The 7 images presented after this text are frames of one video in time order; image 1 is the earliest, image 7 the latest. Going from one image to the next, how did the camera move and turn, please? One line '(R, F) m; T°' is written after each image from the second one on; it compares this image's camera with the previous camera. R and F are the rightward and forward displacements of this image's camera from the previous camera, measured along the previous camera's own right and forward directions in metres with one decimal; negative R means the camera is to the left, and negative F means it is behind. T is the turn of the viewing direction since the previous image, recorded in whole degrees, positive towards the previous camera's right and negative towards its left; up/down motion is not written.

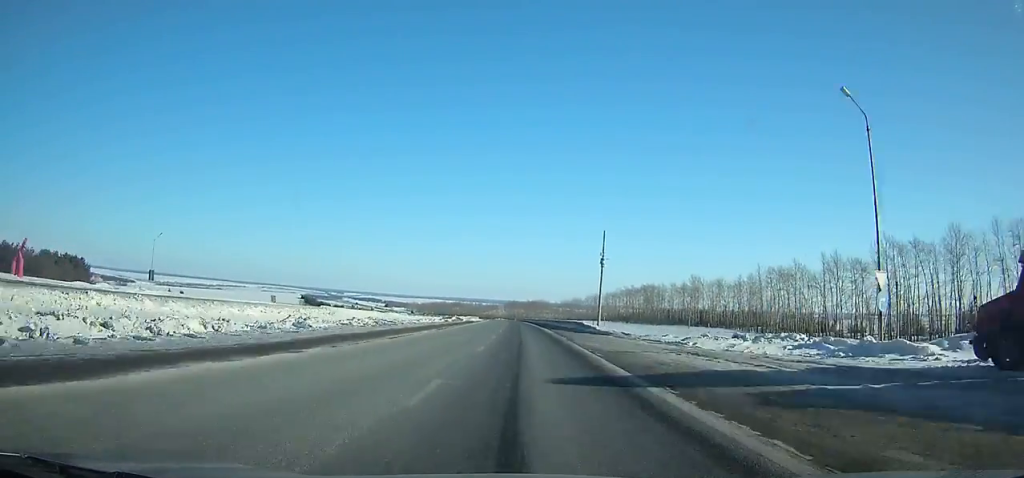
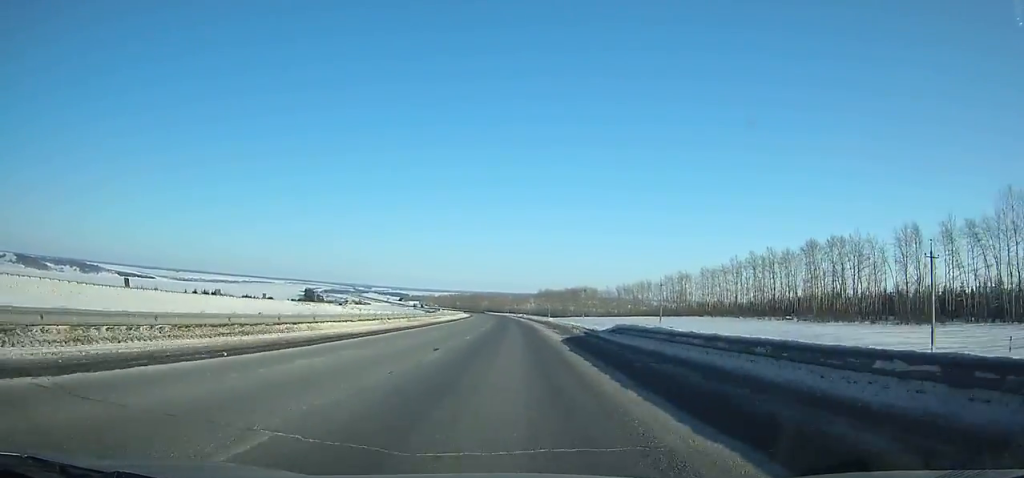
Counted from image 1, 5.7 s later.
(-5.4, +147.9) m; -4°
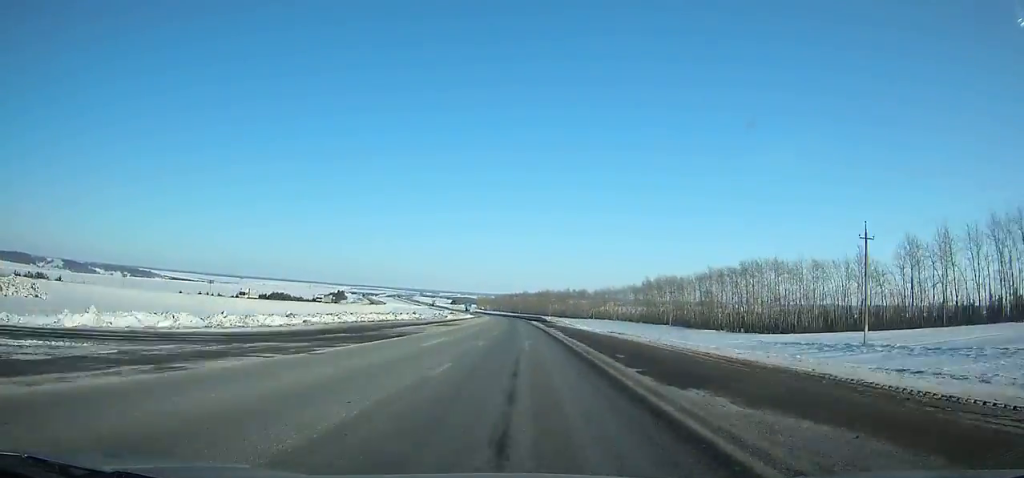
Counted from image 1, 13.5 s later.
(-10.0, +198.8) m; -6°
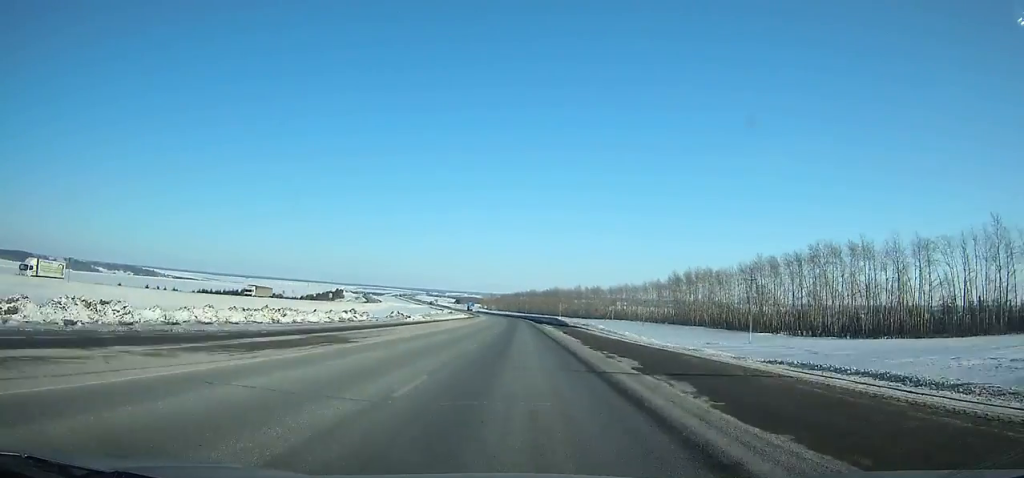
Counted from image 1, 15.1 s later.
(-0.3, +41.5) m; -1°
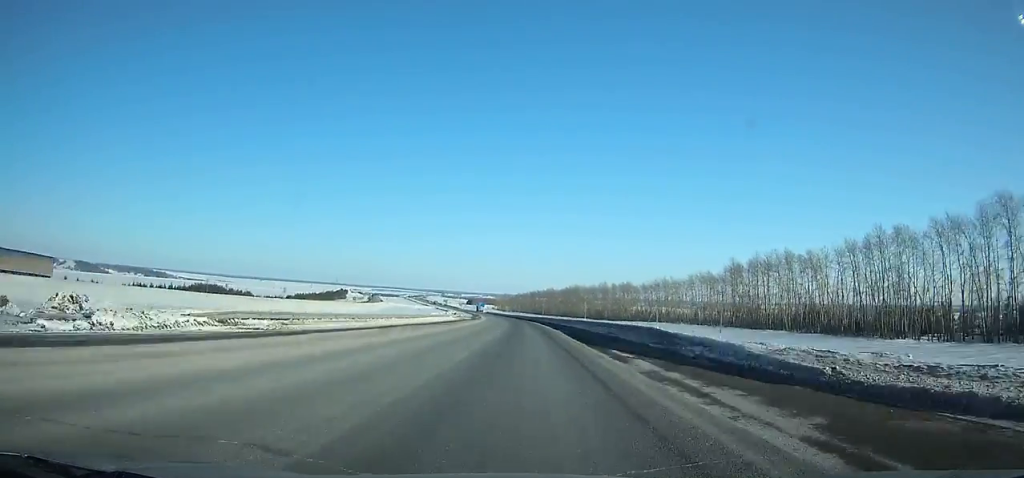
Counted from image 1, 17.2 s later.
(-0.8, +54.8) m; -1°
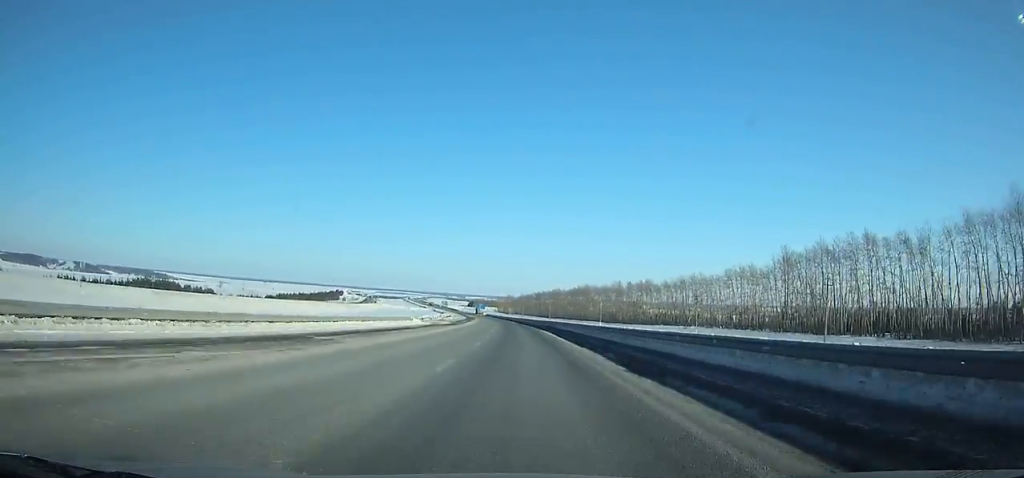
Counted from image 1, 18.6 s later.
(-0.1, +36.3) m; -1°
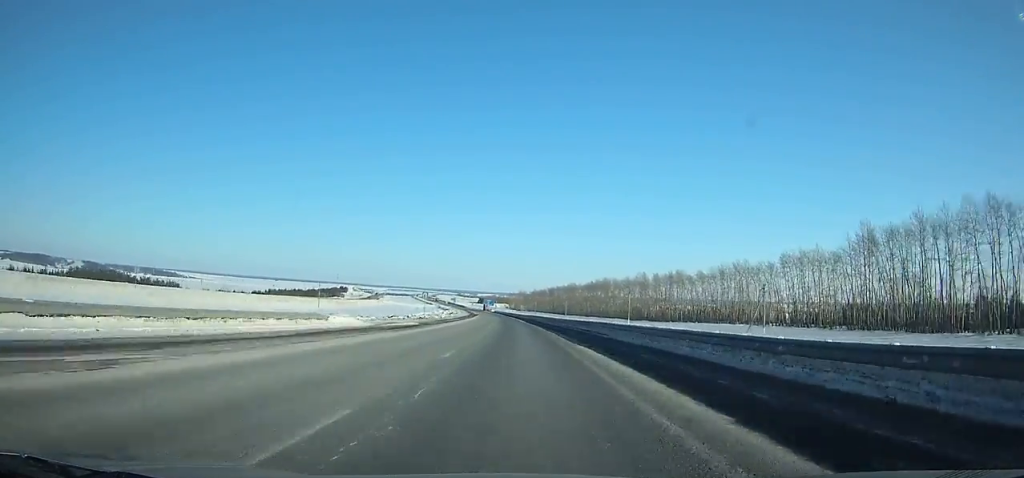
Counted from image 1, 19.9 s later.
(-0.5, +32.5) m; -1°
